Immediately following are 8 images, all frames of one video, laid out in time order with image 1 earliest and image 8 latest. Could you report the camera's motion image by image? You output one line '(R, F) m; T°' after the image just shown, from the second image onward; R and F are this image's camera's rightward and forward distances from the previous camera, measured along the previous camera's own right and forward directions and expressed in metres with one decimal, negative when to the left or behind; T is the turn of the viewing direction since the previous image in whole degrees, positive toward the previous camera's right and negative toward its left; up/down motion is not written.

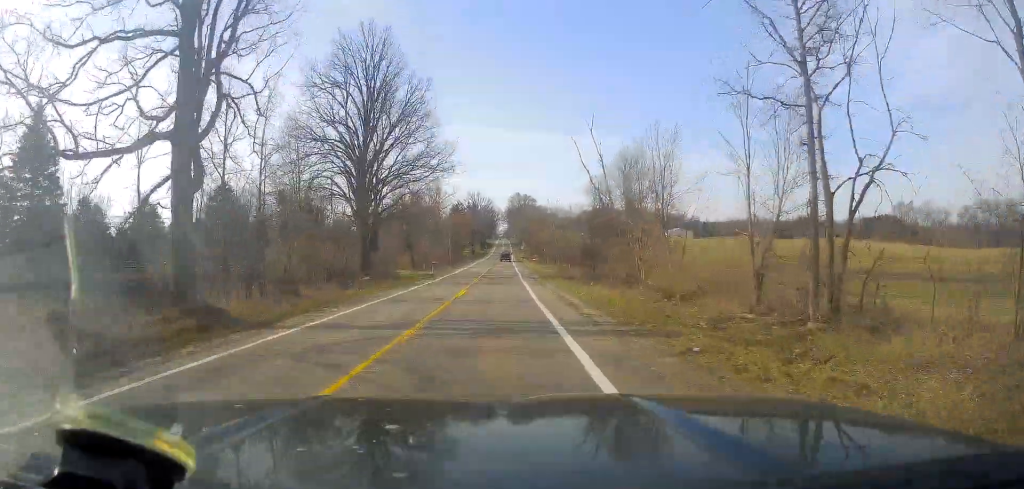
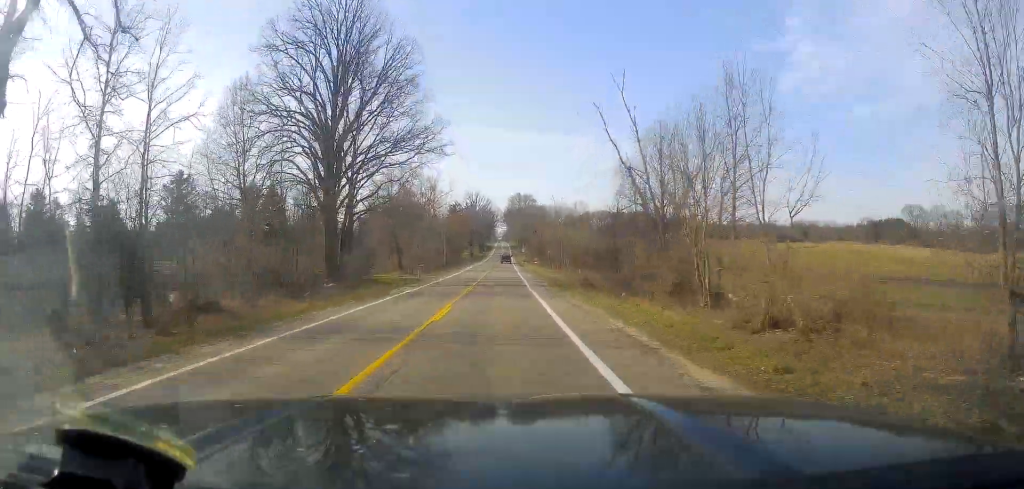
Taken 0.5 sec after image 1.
(-0.3, +10.9) m; 0°
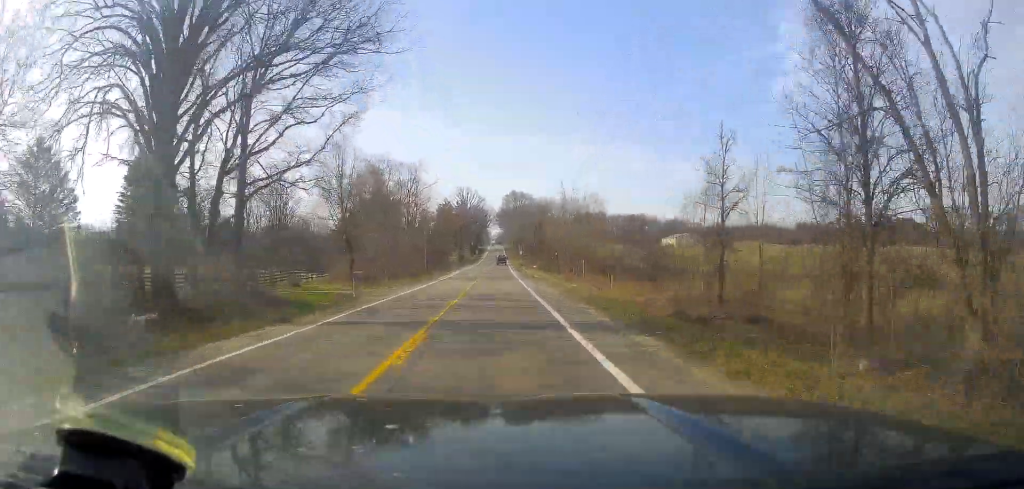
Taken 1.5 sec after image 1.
(+0.8, +22.9) m; +2°
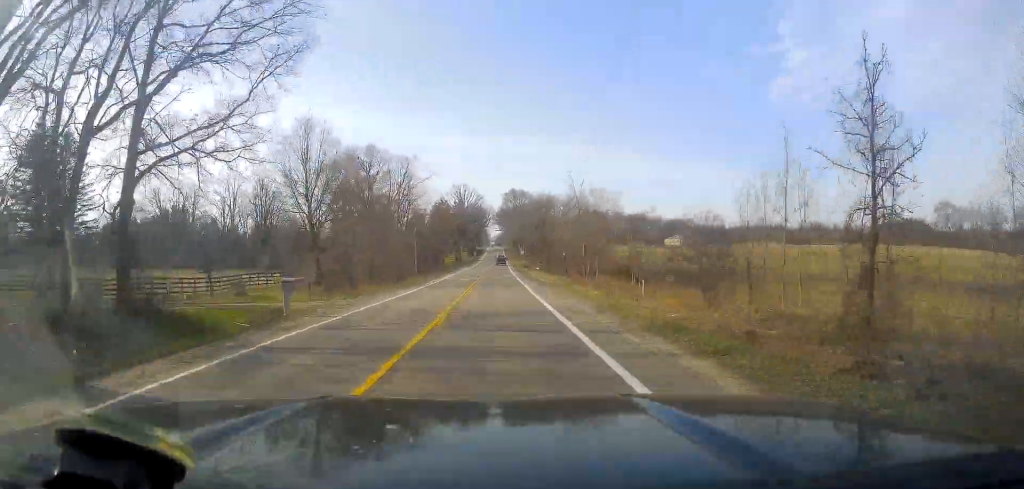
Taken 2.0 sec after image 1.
(0.0, +10.4) m; 0°
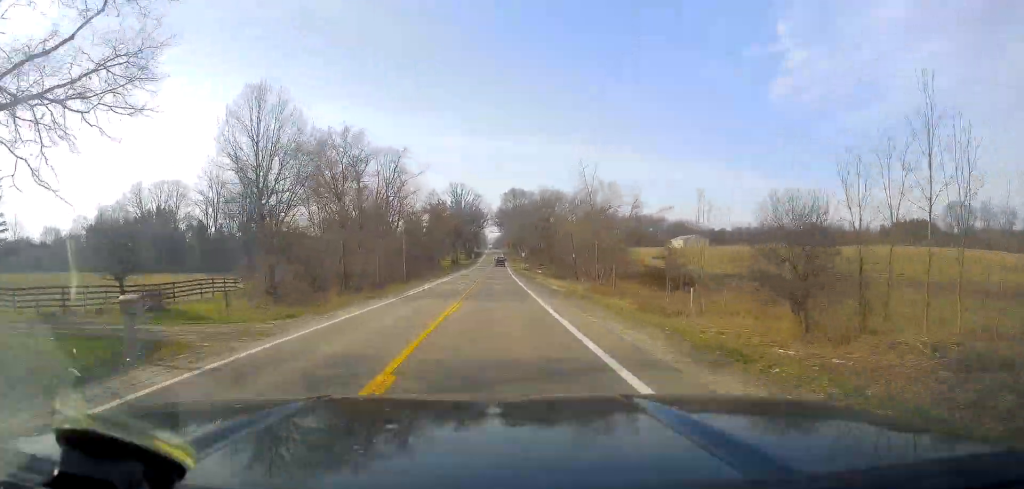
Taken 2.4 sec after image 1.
(0.0, +9.7) m; 0°
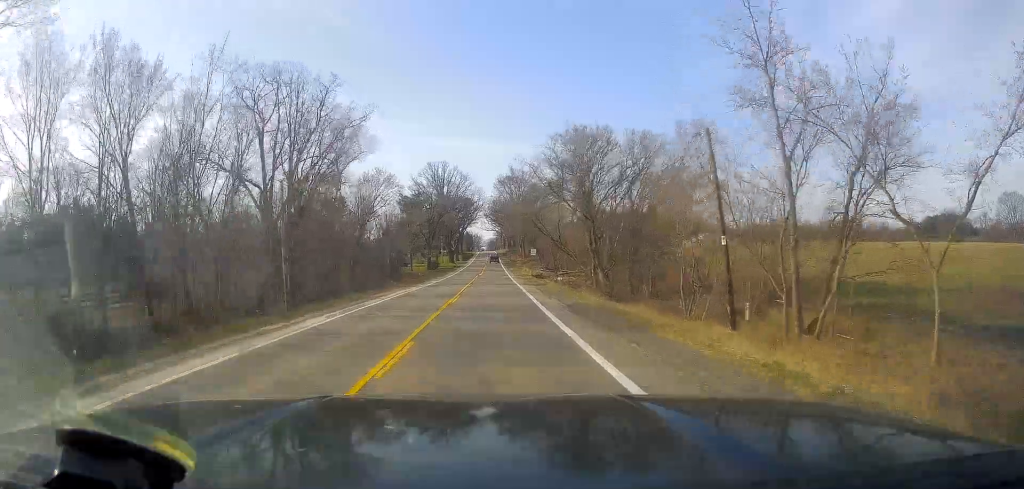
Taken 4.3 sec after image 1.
(0.0, +43.2) m; 0°
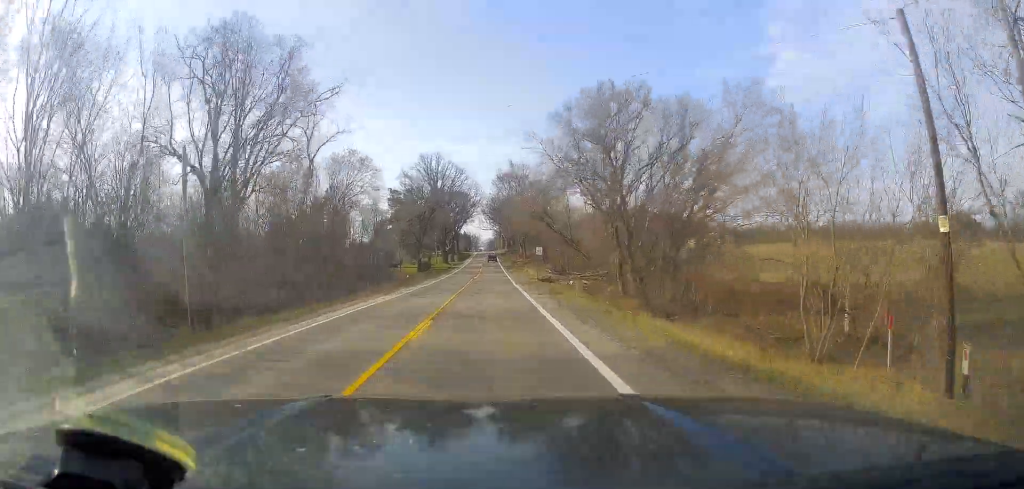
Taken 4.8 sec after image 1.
(0.0, +11.6) m; 0°
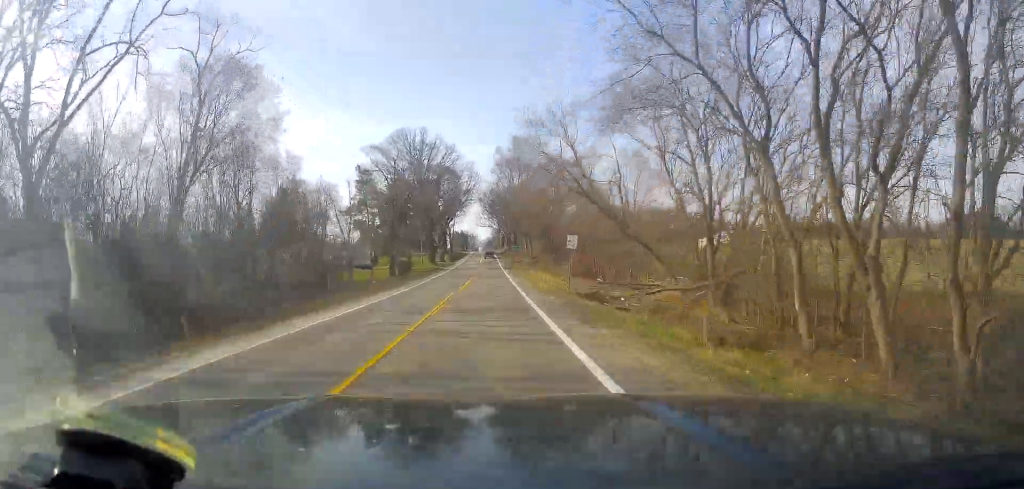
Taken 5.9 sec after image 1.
(0.0, +25.4) m; 0°
